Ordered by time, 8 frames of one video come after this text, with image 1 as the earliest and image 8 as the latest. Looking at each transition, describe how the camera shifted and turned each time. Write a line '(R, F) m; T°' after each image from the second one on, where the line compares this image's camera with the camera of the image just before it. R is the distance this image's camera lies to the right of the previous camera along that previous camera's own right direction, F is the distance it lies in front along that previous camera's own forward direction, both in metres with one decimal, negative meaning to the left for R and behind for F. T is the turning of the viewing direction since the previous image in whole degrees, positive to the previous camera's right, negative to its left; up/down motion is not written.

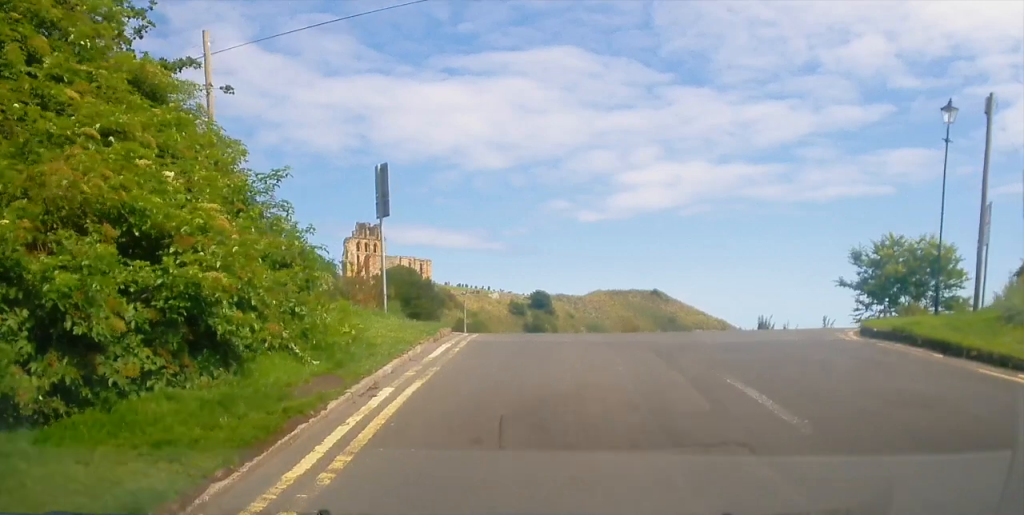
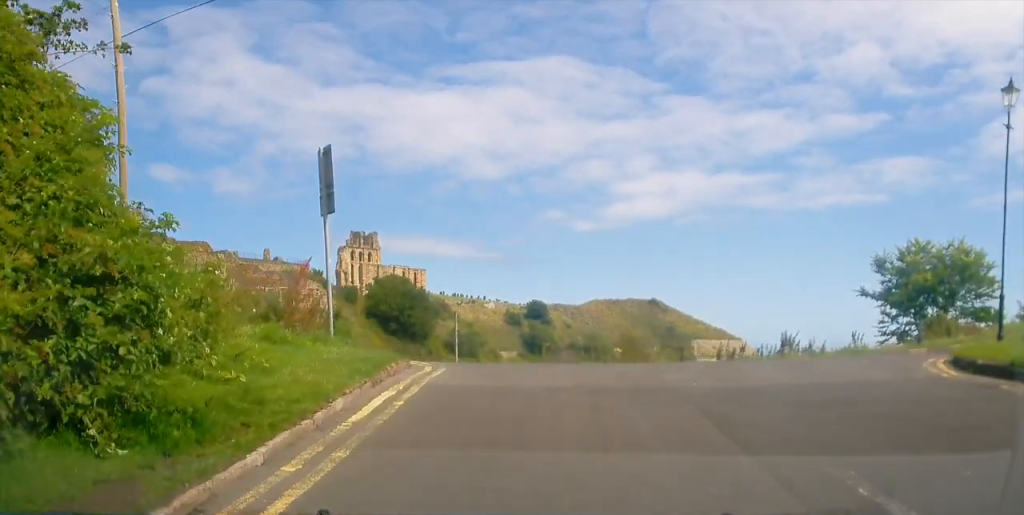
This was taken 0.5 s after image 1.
(0.0, +3.3) m; -2°
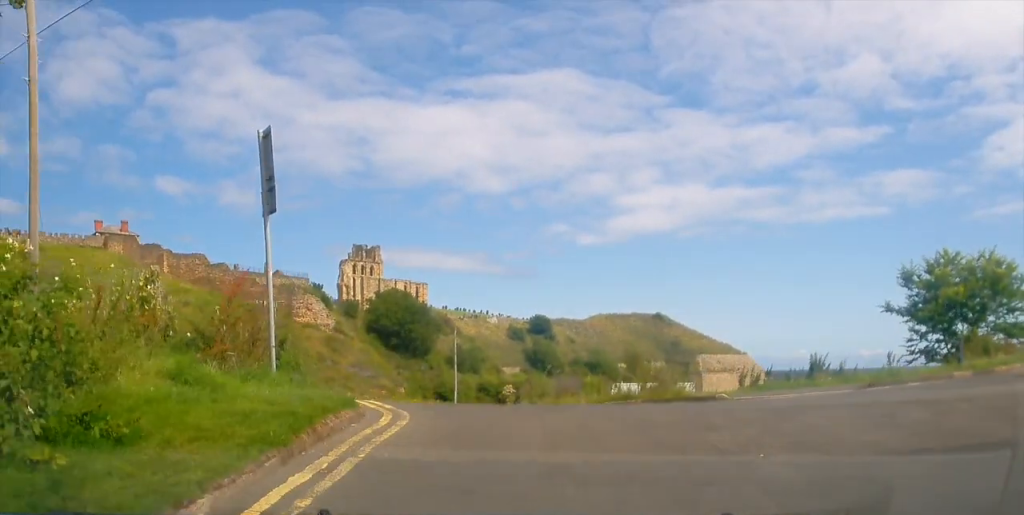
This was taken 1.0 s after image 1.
(-0.1, +2.1) m; +1°
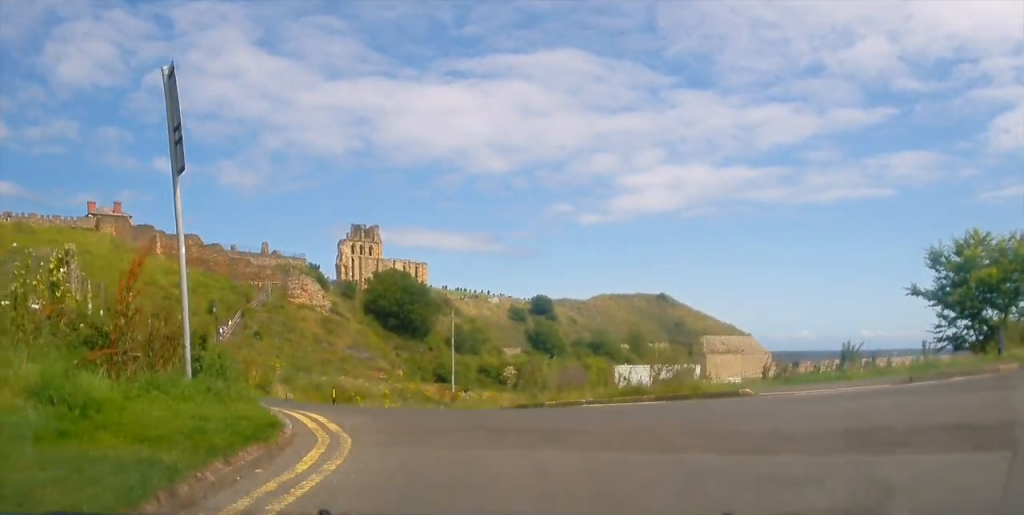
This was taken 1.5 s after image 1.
(-0.2, +2.2) m; +1°
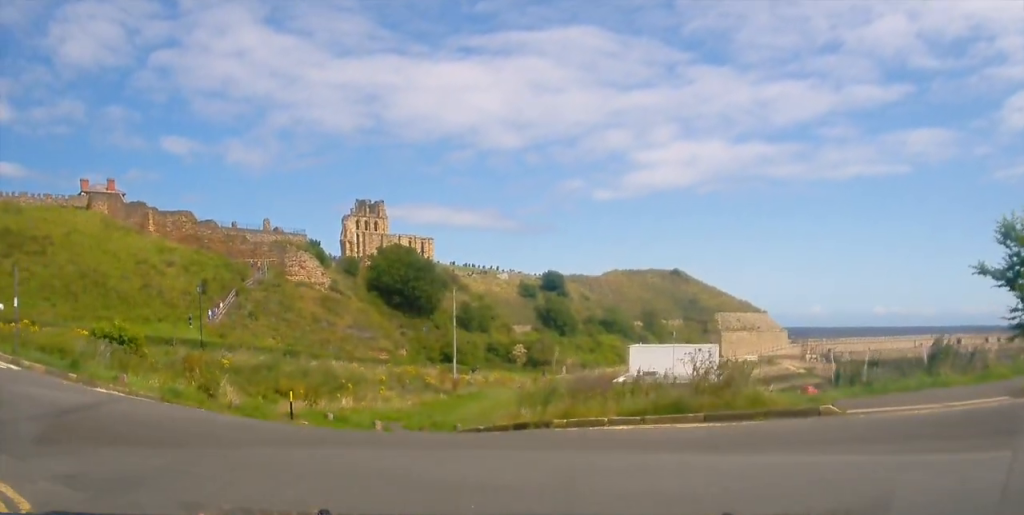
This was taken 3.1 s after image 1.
(+0.2, +3.6) m; -6°
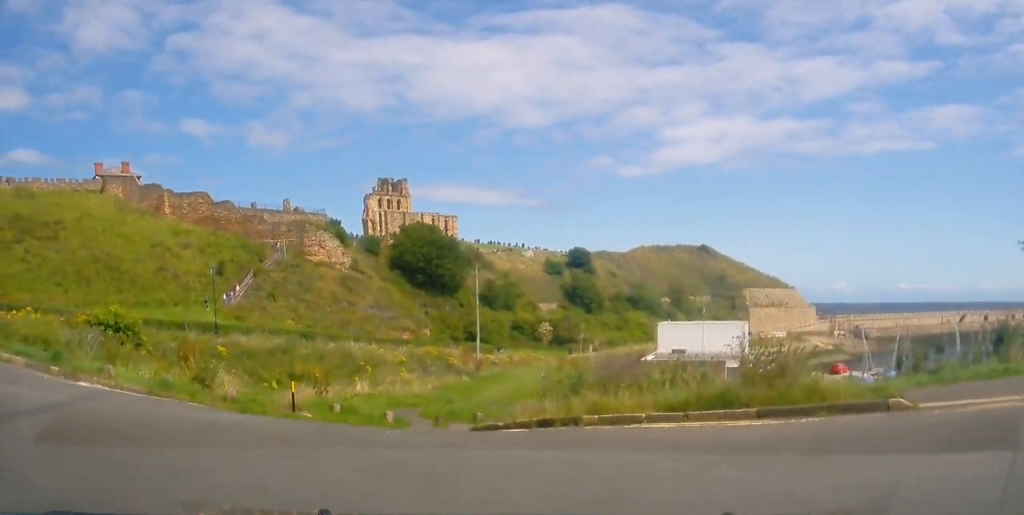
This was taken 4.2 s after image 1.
(-0.1, +1.9) m; -14°
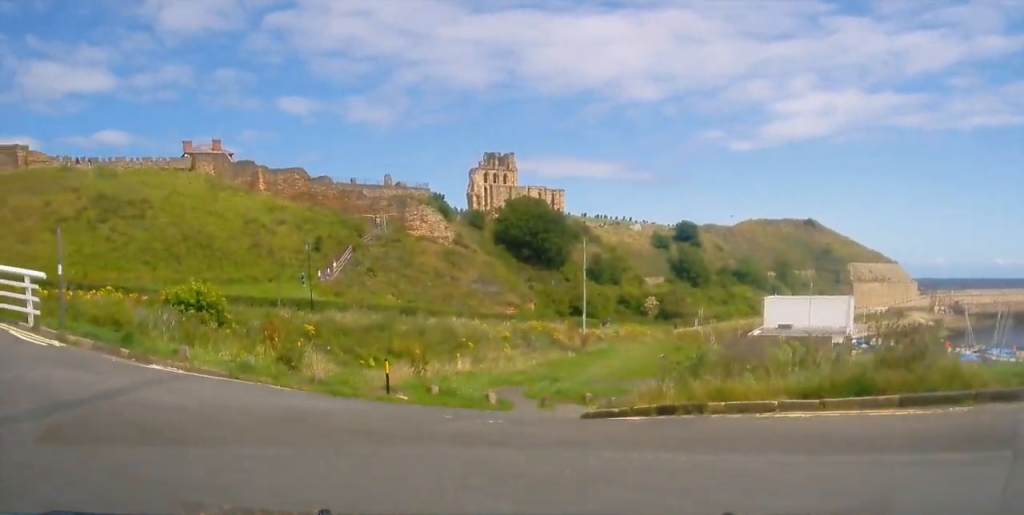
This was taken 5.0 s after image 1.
(-0.2, +1.6) m; -13°
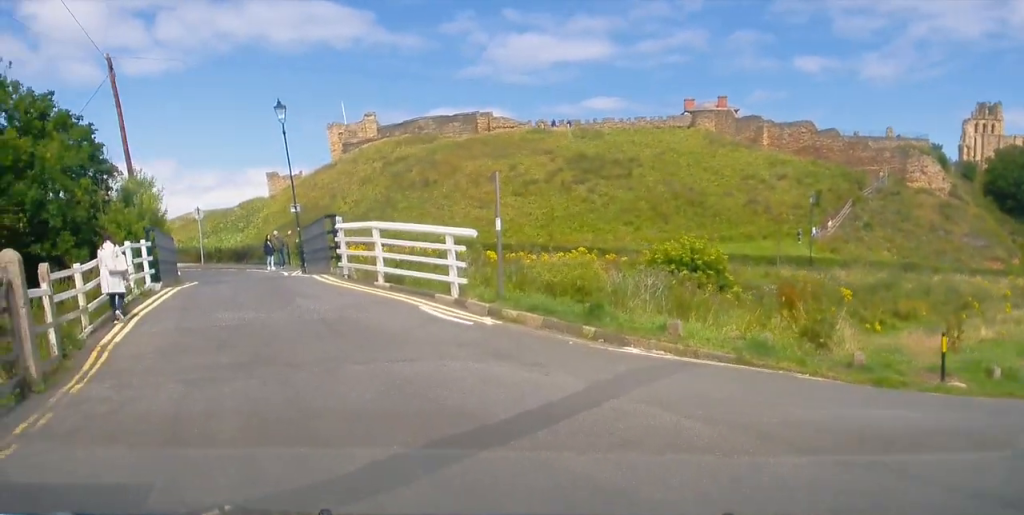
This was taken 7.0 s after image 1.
(-1.5, +5.1) m; -24°
